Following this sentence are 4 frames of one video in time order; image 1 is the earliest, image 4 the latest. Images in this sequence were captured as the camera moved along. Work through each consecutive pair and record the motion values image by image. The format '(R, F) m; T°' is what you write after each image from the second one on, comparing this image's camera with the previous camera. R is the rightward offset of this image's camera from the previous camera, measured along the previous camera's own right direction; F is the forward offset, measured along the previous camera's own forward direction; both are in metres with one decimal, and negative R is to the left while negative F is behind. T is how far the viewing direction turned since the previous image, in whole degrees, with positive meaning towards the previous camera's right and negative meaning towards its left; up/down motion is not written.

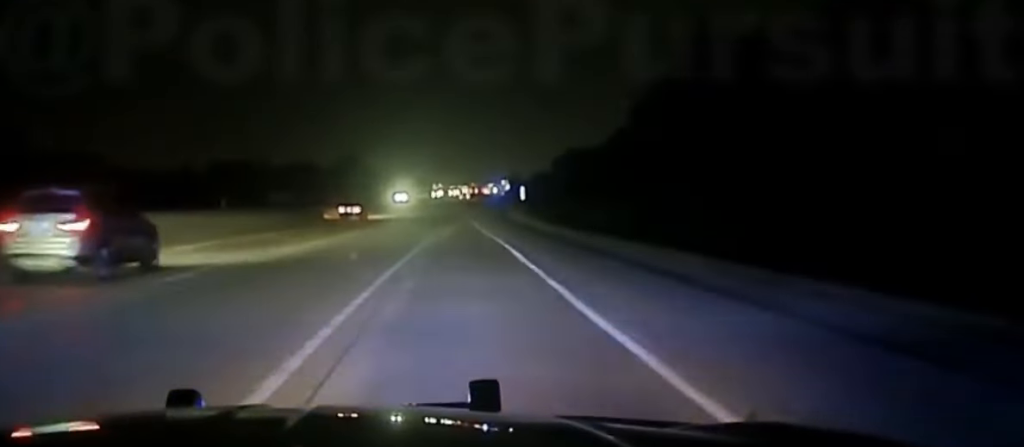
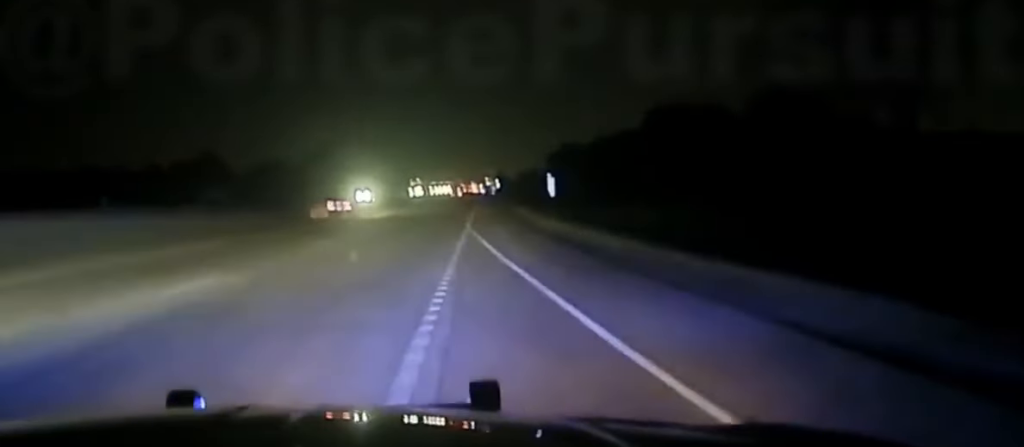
(+0.3, +39.0) m; 0°
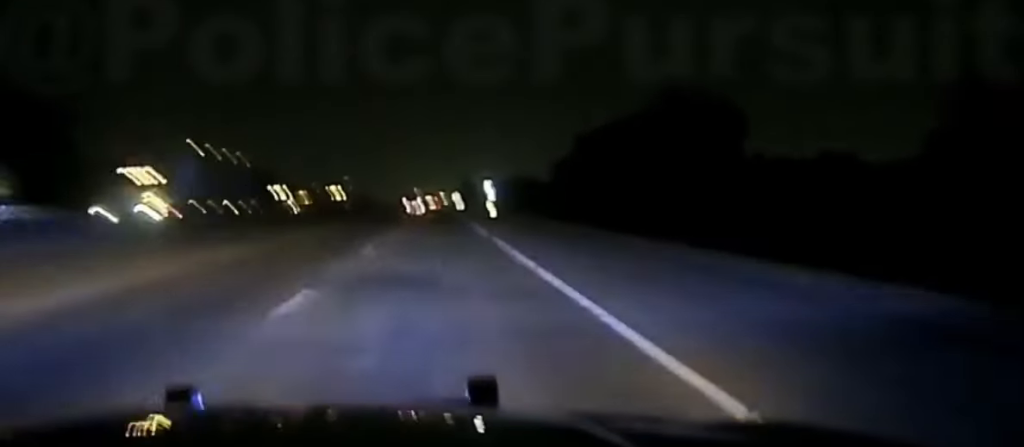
(+8.8, +230.3) m; +3°
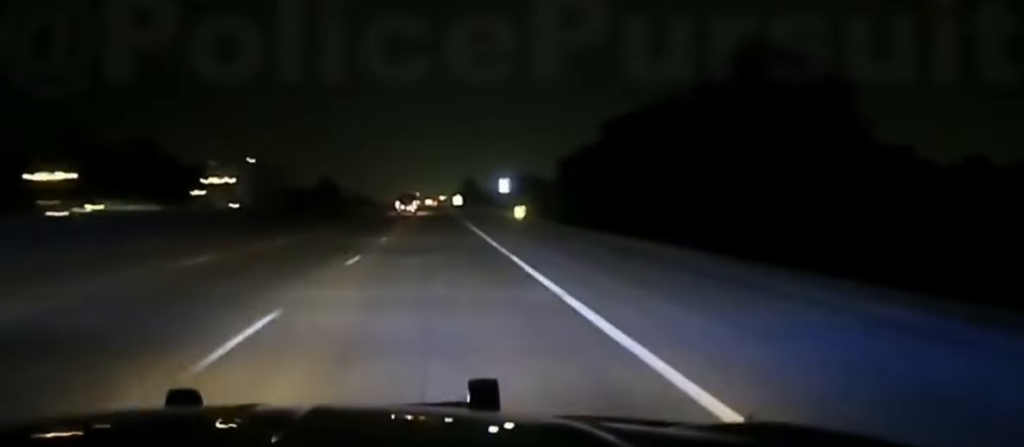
(-0.1, +38.7) m; 0°
